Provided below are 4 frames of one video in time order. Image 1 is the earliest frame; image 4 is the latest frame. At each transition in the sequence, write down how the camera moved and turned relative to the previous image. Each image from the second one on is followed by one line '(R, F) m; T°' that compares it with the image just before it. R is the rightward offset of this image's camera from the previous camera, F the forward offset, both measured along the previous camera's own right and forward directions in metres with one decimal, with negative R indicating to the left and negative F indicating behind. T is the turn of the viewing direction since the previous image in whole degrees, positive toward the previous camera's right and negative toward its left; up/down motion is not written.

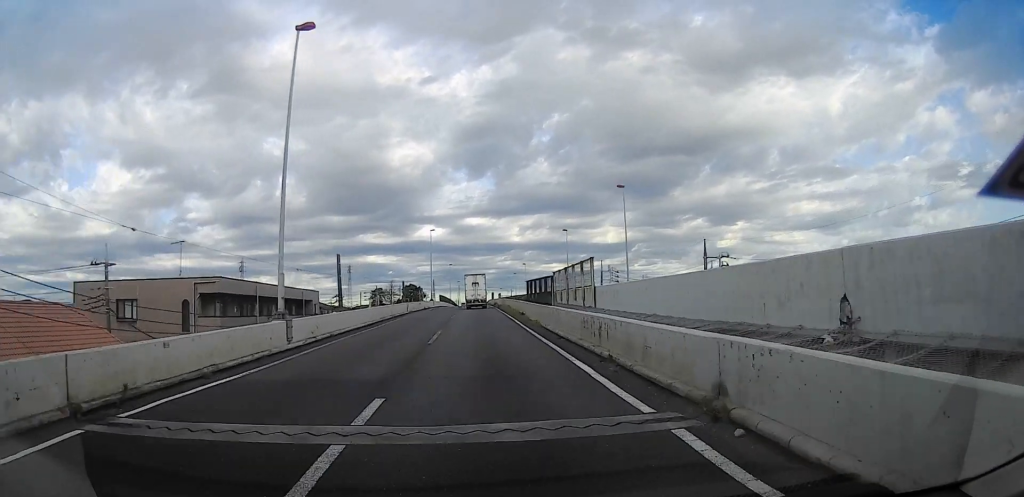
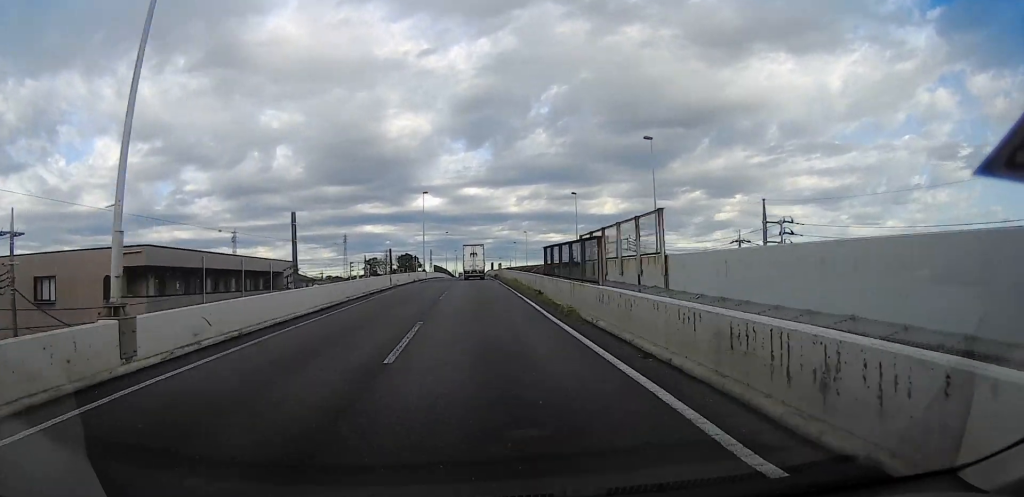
(-0.2, +8.3) m; -1°
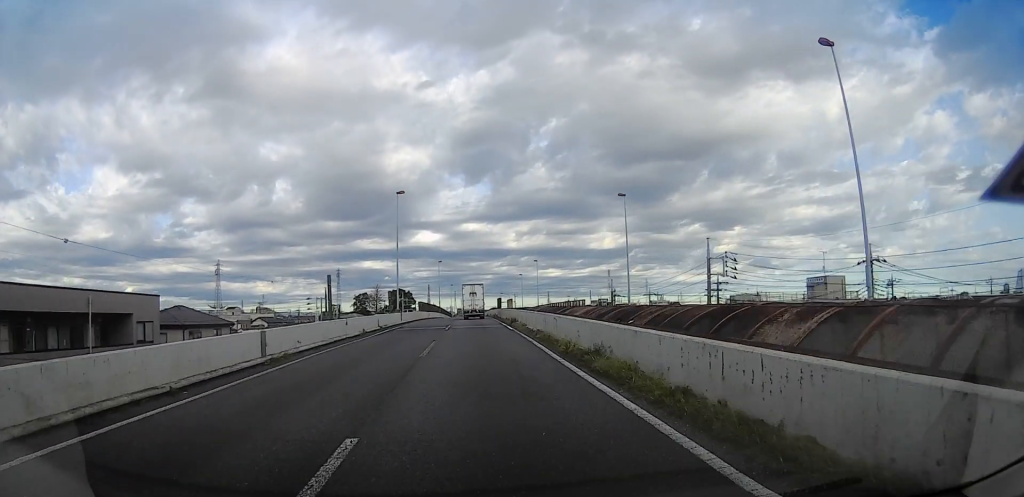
(-0.3, +27.1) m; +2°
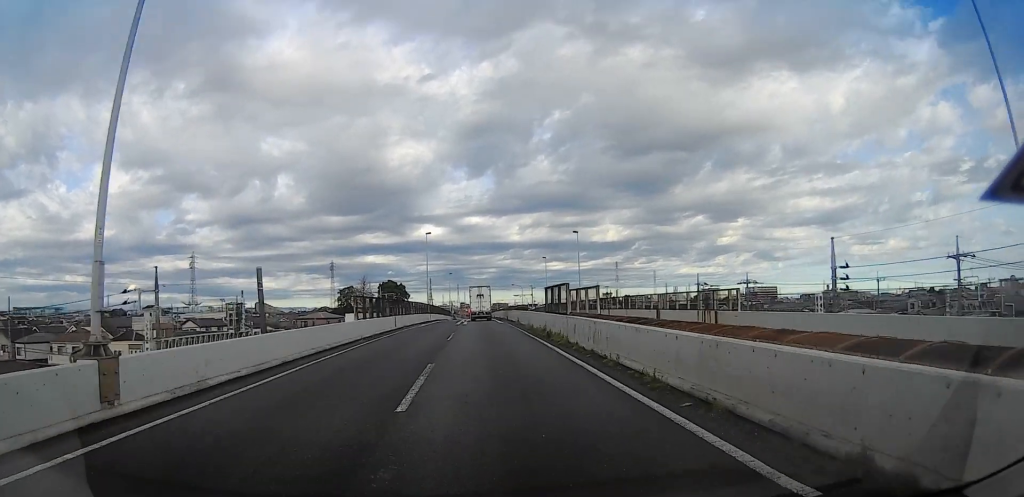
(+1.5, +39.4) m; +1°
